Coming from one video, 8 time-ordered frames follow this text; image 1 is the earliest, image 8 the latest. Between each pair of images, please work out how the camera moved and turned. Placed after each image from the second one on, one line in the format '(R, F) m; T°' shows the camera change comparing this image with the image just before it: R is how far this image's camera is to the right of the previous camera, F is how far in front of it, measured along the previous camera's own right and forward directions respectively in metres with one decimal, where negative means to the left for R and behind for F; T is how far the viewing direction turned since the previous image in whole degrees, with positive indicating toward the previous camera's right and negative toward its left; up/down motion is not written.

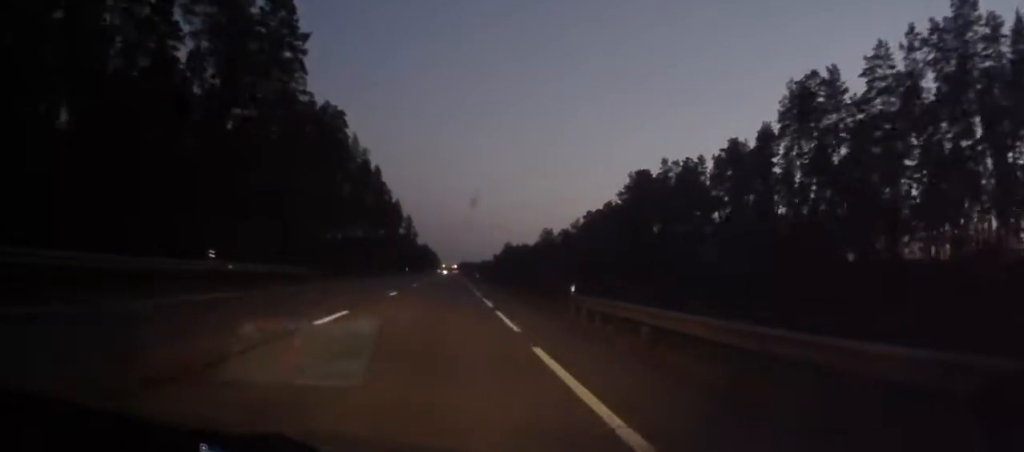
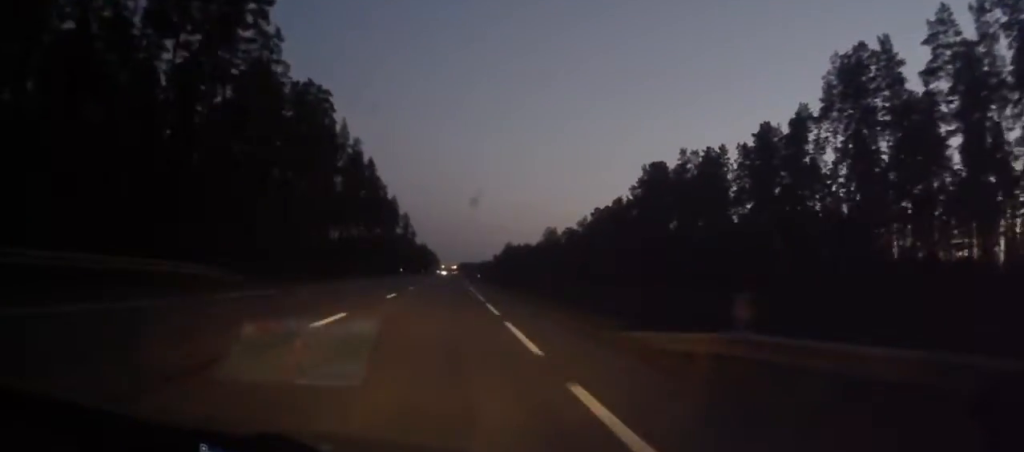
(0.0, +12.4) m; 0°
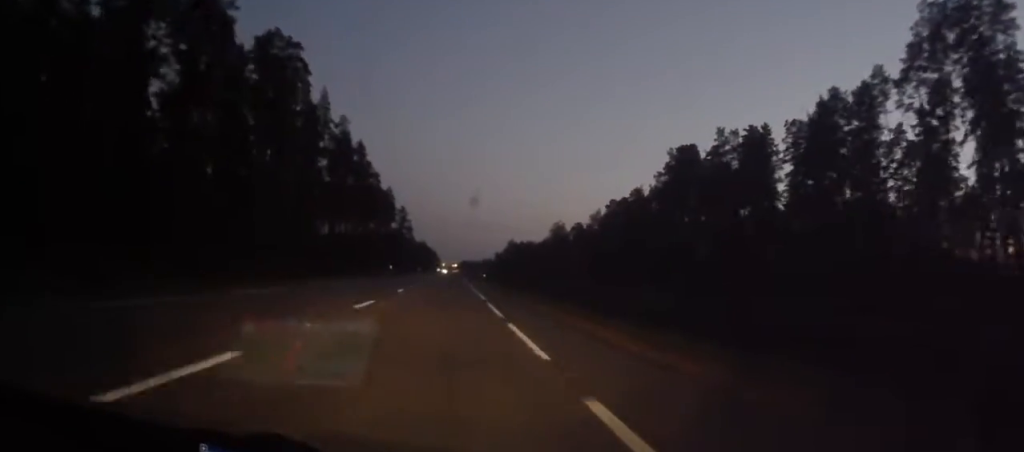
(0.0, +19.2) m; 0°
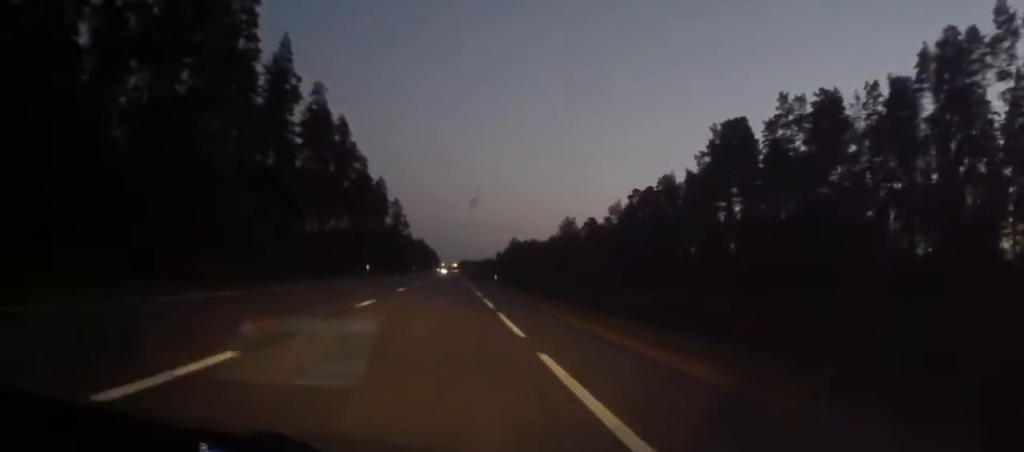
(+0.2, +24.1) m; 0°
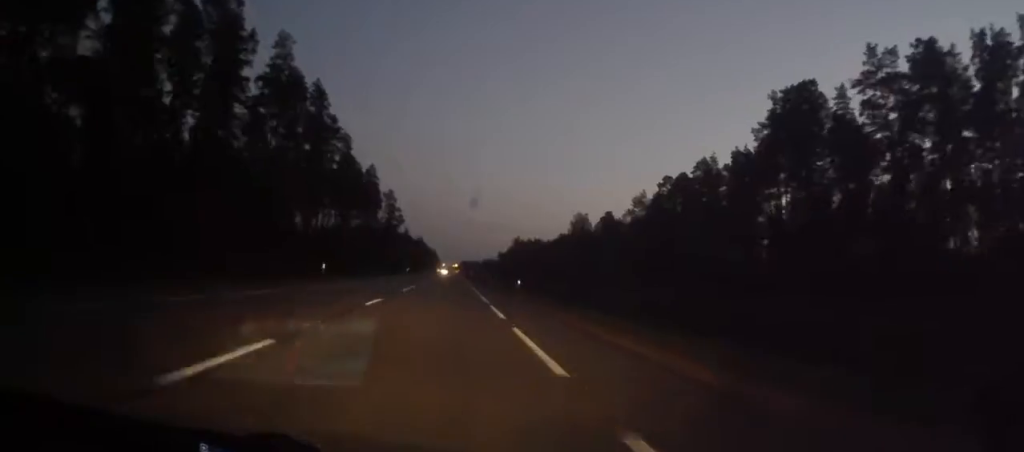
(-0.2, +23.1) m; 0°
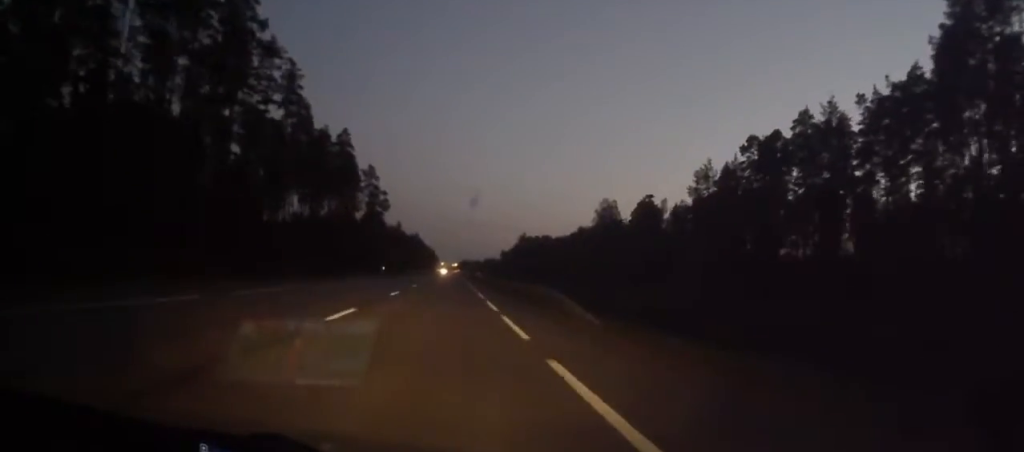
(+0.2, +41.4) m; 0°
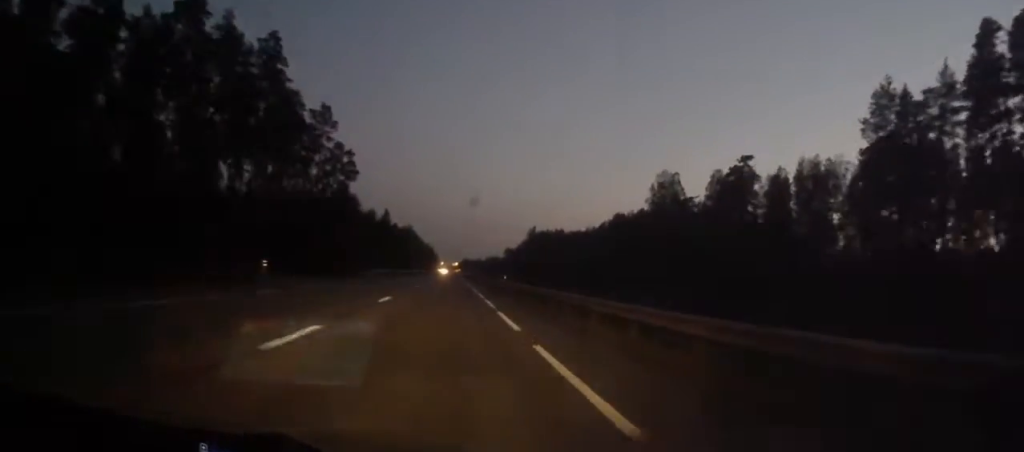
(-0.4, +52.9) m; 0°
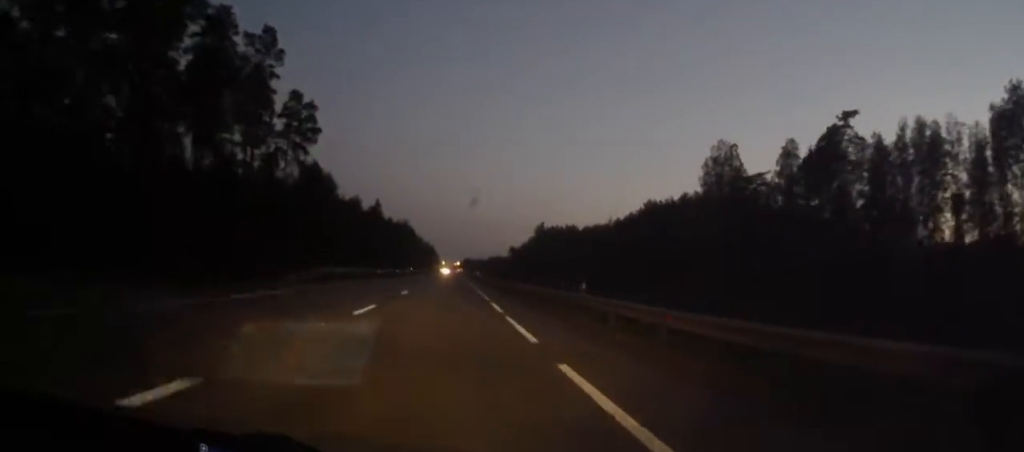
(0.0, +29.7) m; 0°
